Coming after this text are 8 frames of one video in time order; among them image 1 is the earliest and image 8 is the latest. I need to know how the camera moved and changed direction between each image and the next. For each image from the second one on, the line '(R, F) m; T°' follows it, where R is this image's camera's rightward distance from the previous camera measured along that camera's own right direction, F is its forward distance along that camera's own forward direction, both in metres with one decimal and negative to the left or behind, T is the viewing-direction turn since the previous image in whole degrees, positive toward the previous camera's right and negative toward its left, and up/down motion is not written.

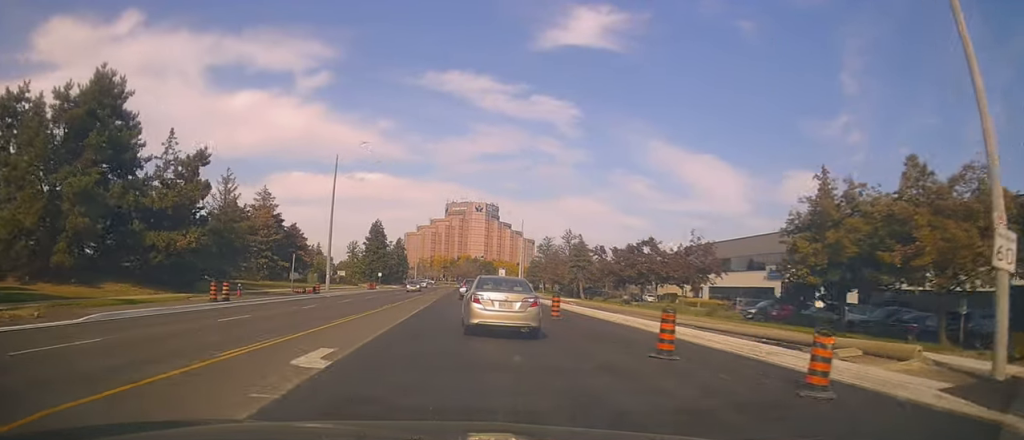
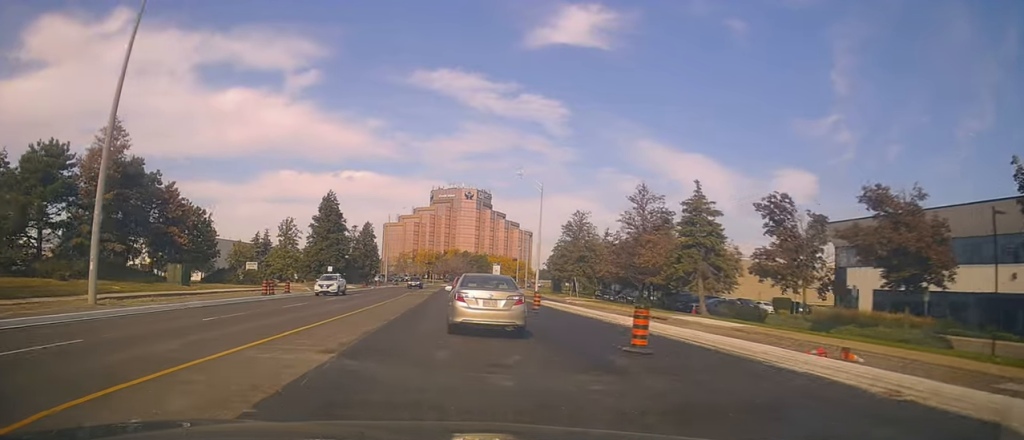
(+1.0, +38.7) m; +1°
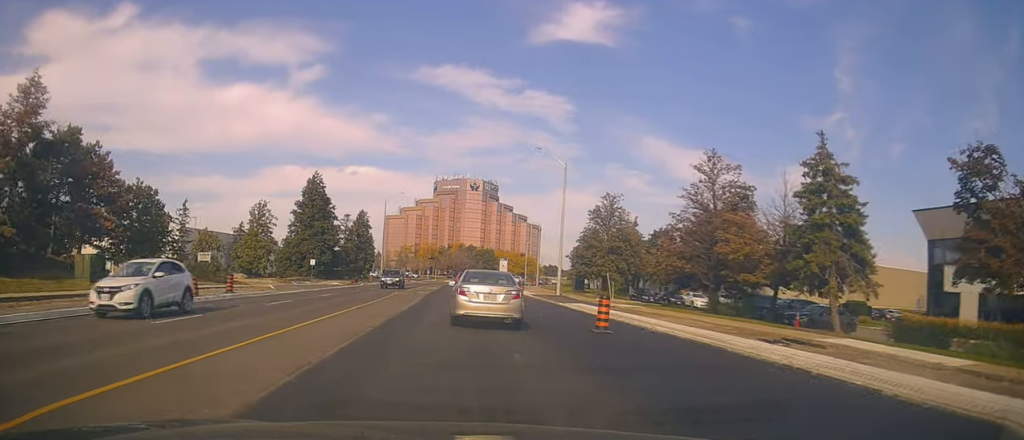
(-0.2, +12.9) m; 0°
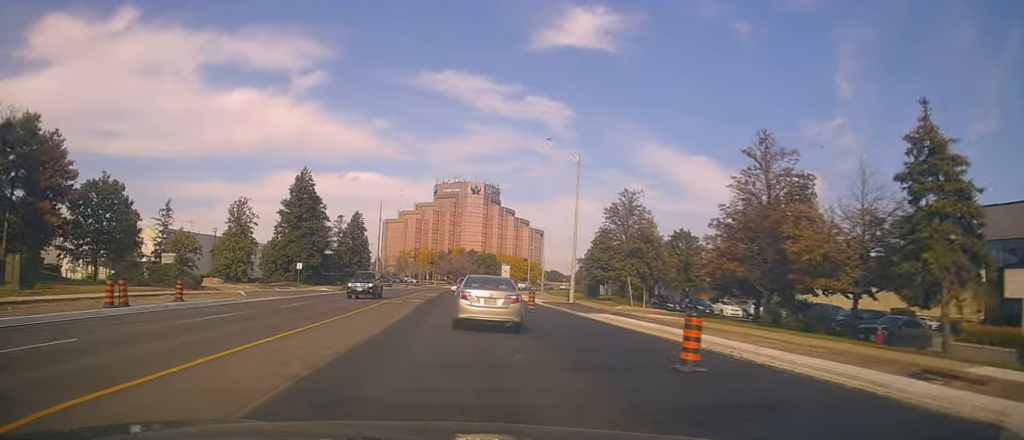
(0.0, +6.4) m; 0°
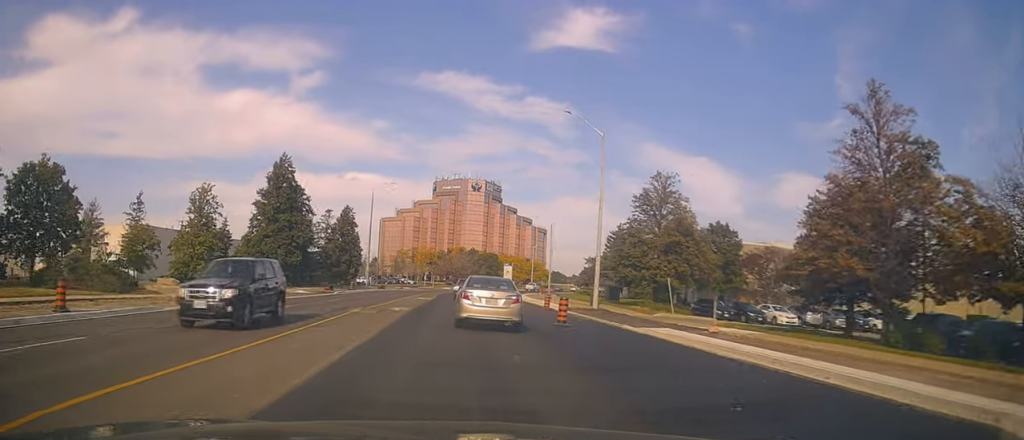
(+0.1, +8.9) m; +1°
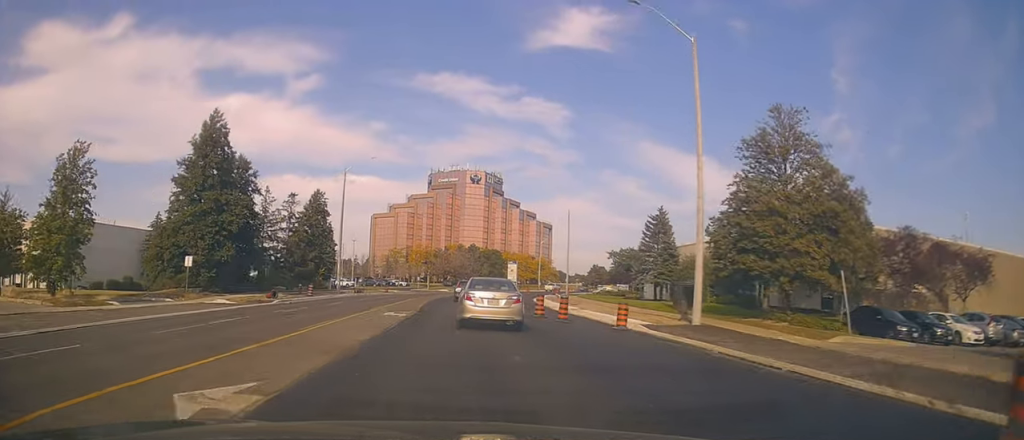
(0.0, +18.1) m; 0°
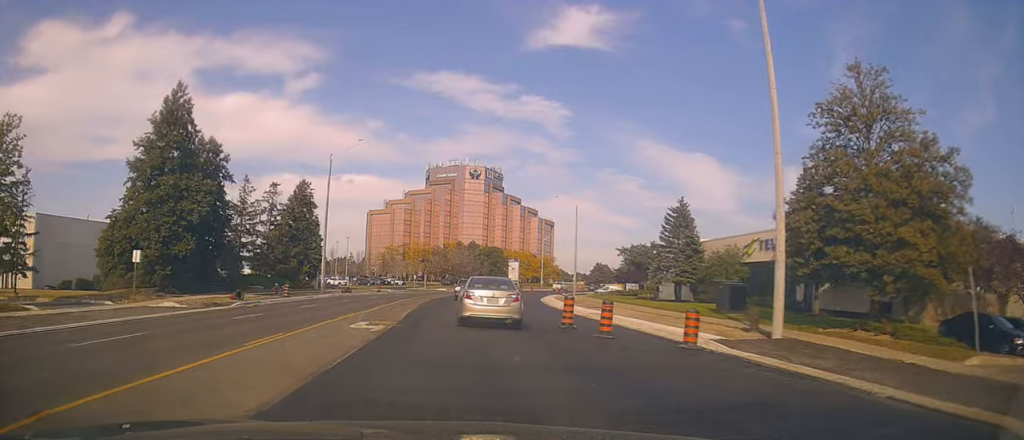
(0.0, +6.8) m; 0°
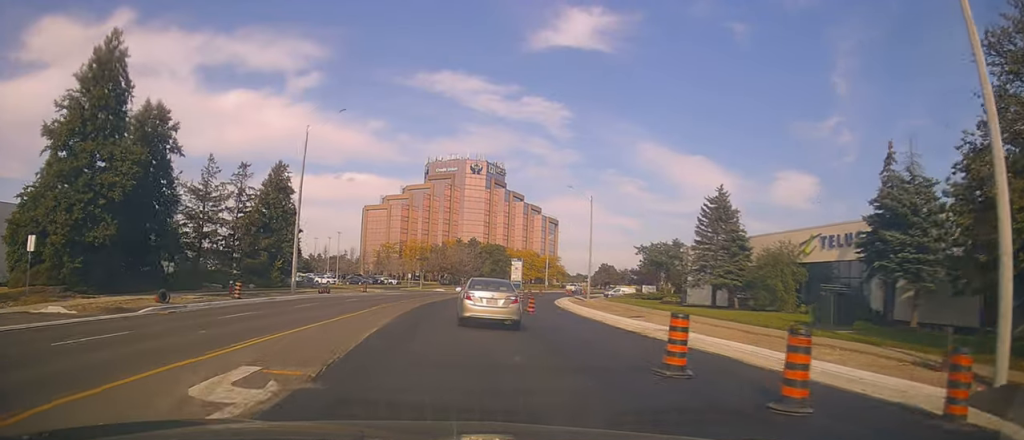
(0.0, +9.7) m; 0°
